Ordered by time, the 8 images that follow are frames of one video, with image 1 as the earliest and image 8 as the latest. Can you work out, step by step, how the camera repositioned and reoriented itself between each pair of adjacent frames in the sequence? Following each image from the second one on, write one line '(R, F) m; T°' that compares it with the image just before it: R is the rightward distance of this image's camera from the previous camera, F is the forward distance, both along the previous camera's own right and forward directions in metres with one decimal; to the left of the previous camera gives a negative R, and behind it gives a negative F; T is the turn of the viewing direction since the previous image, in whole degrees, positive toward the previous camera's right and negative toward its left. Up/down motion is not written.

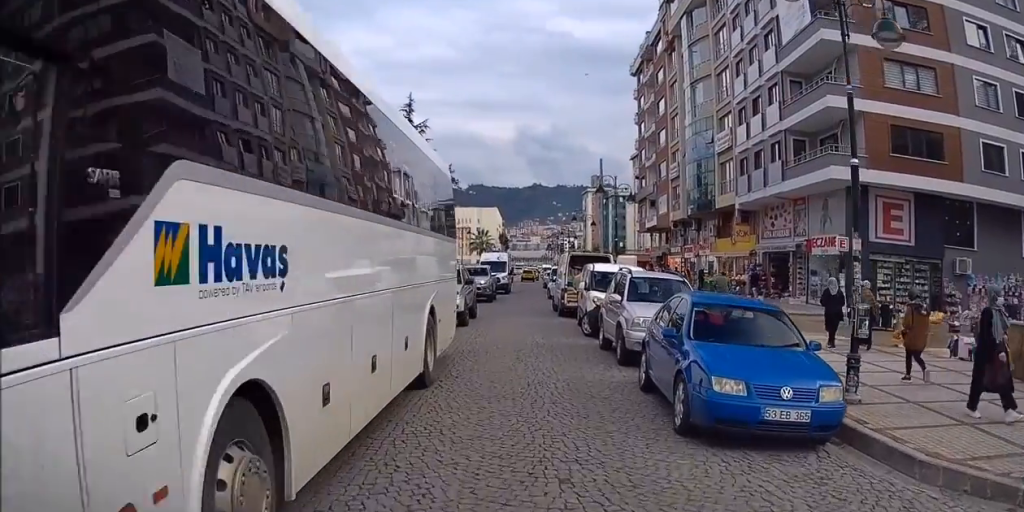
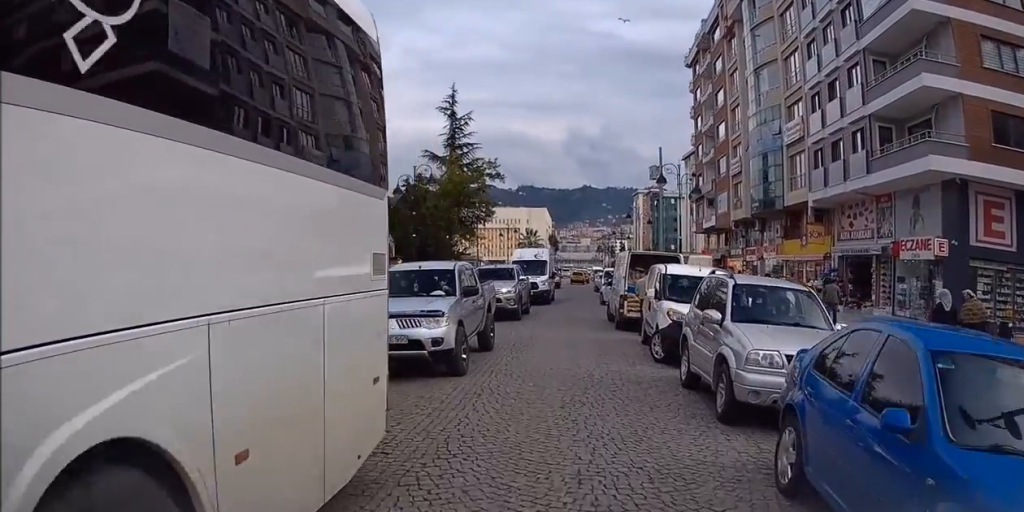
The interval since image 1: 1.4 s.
(+0.4, +3.4) m; +13°
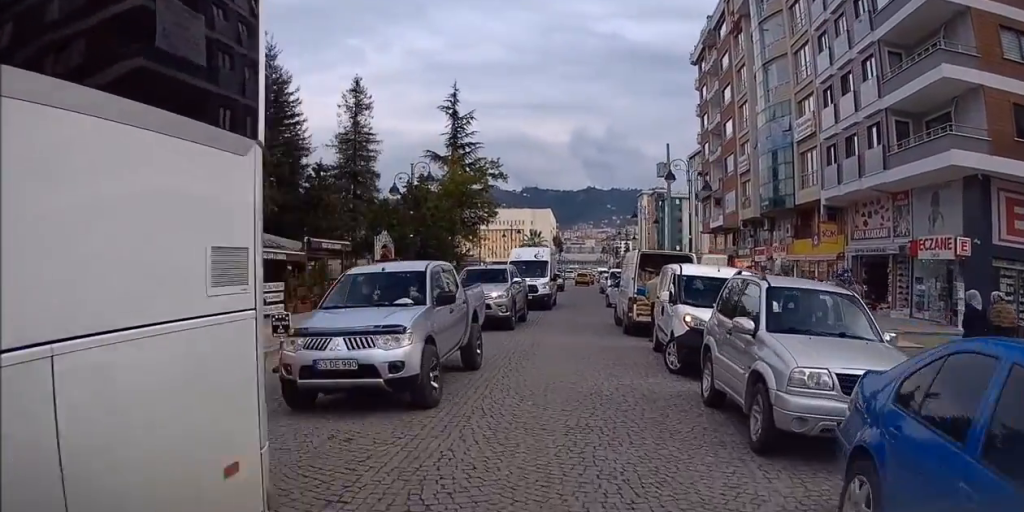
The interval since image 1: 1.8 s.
(+0.1, +1.3) m; +2°
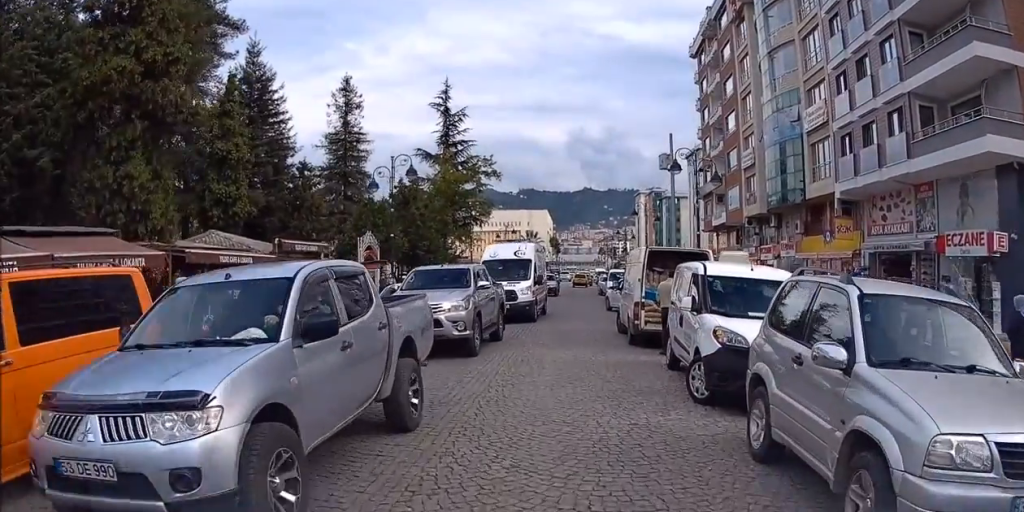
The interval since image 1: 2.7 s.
(+0.1, +2.7) m; +1°
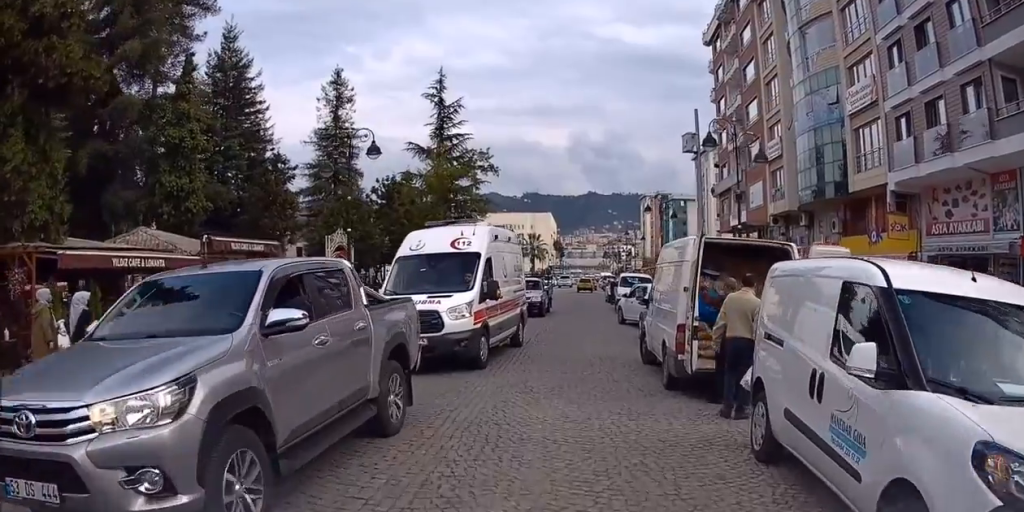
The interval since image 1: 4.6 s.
(0.0, +6.8) m; +3°
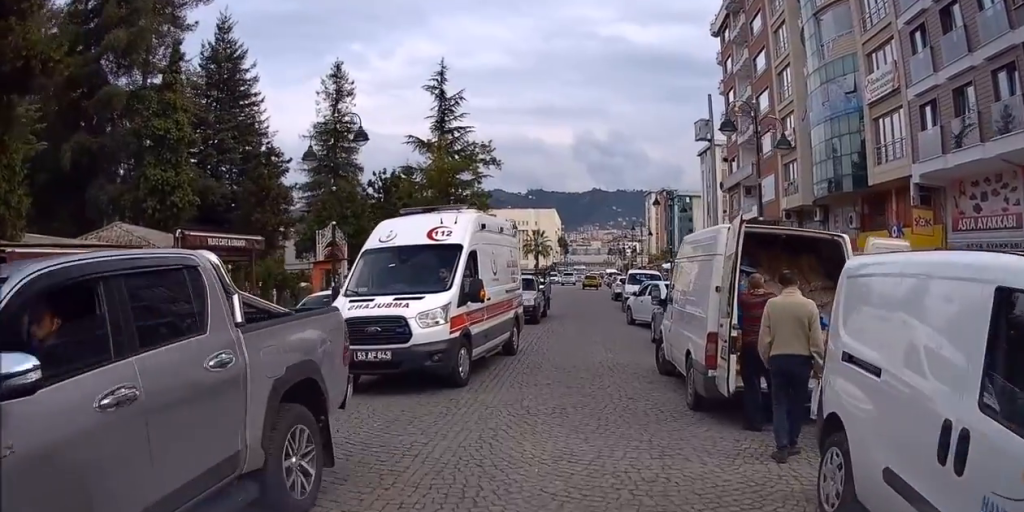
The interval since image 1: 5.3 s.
(+0.3, +2.5) m; +1°
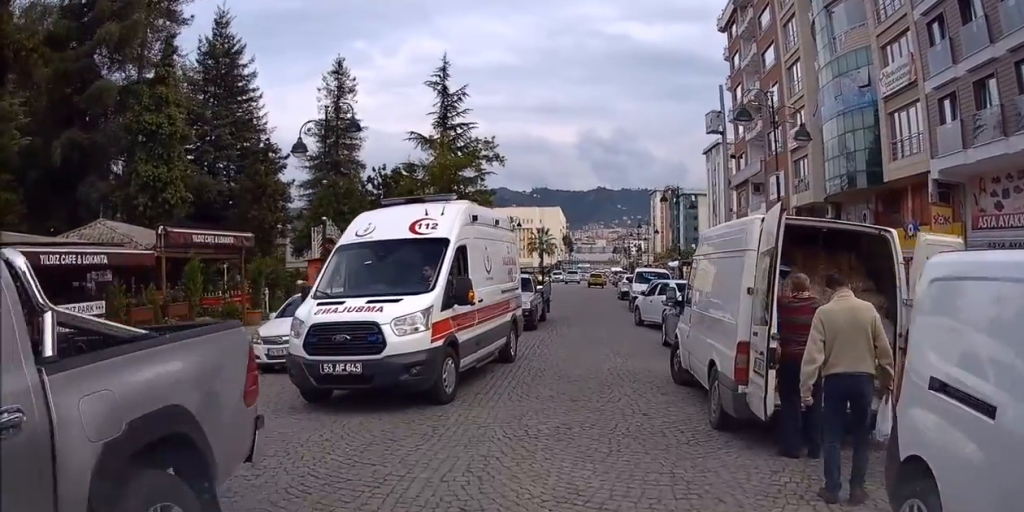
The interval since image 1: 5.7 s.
(-0.1, +1.5) m; +2°
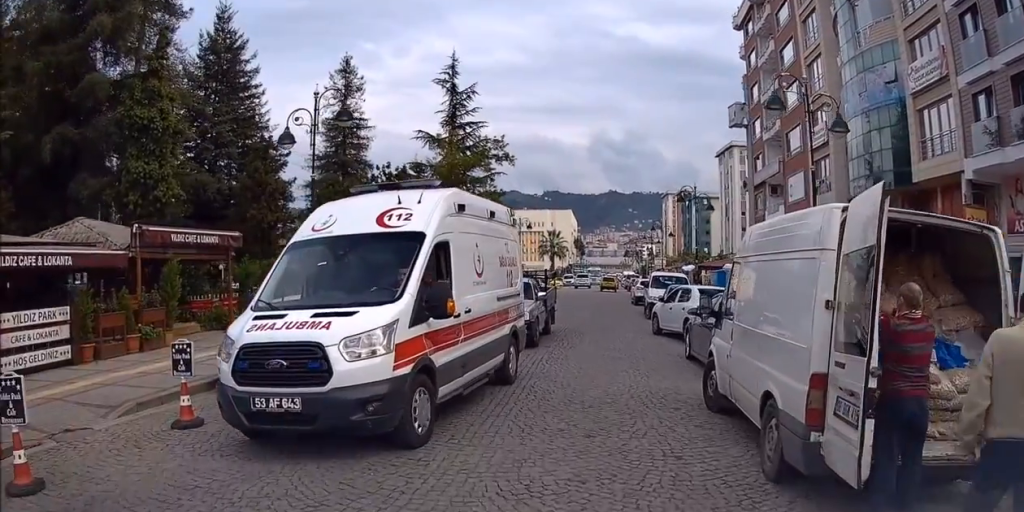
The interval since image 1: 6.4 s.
(-0.2, +2.3) m; +4°
